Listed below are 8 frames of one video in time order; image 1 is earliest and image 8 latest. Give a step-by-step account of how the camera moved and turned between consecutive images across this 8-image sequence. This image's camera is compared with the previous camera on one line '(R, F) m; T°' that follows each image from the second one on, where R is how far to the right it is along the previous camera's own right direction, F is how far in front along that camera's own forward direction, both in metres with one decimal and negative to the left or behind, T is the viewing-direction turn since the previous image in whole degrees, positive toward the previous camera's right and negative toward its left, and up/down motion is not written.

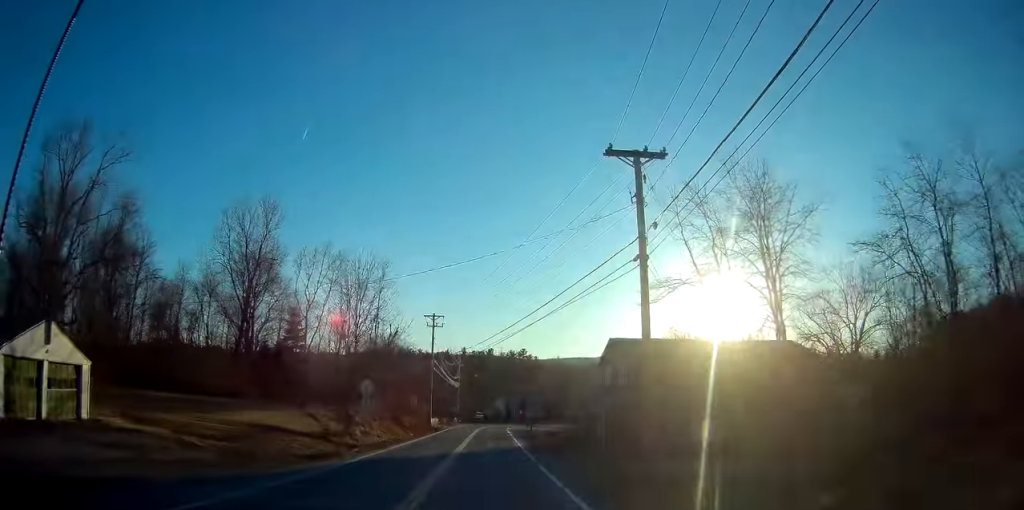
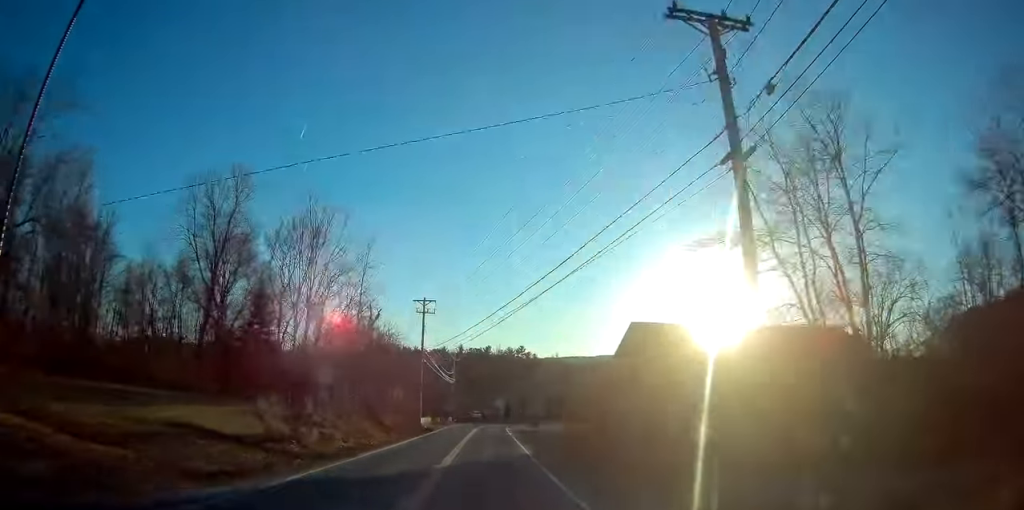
(0.0, +8.5) m; 0°
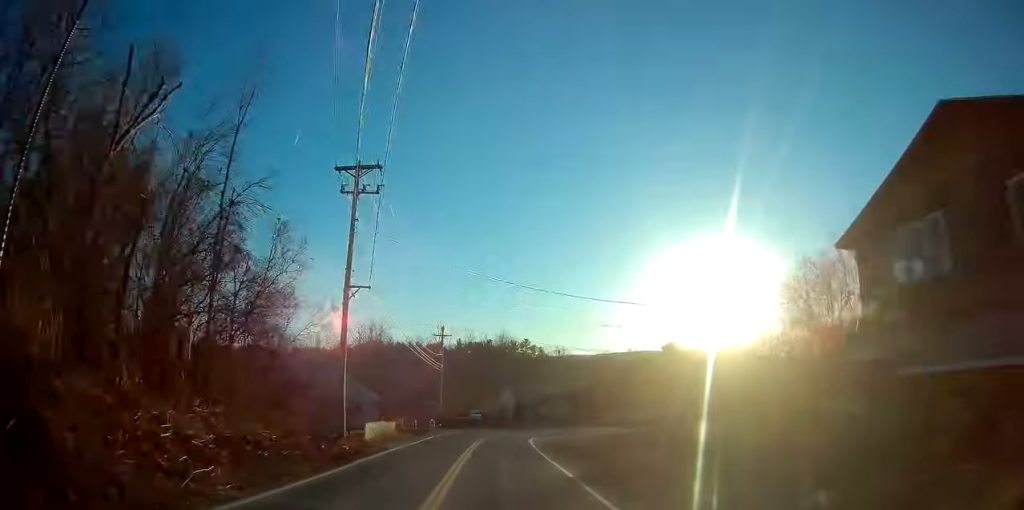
(+0.4, +34.7) m; 0°
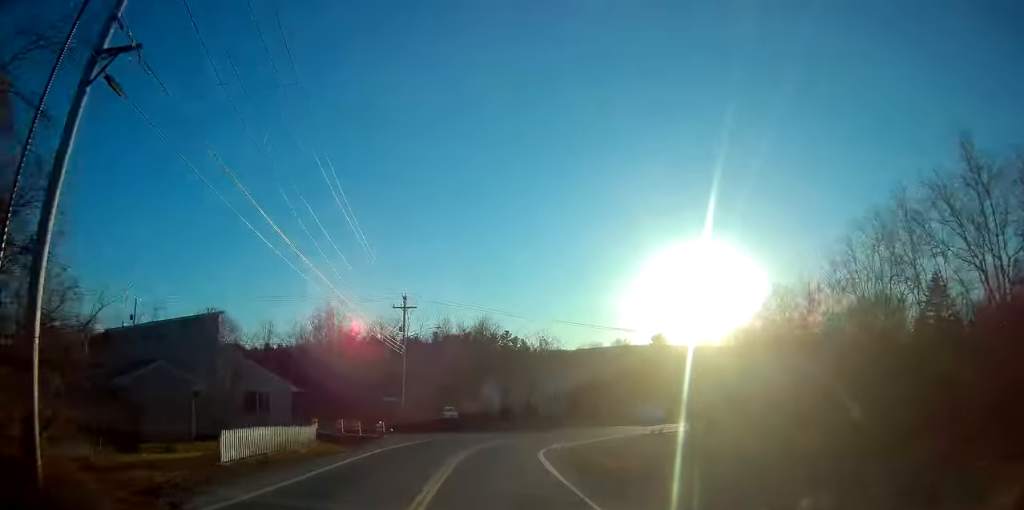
(+0.1, +19.9) m; +2°
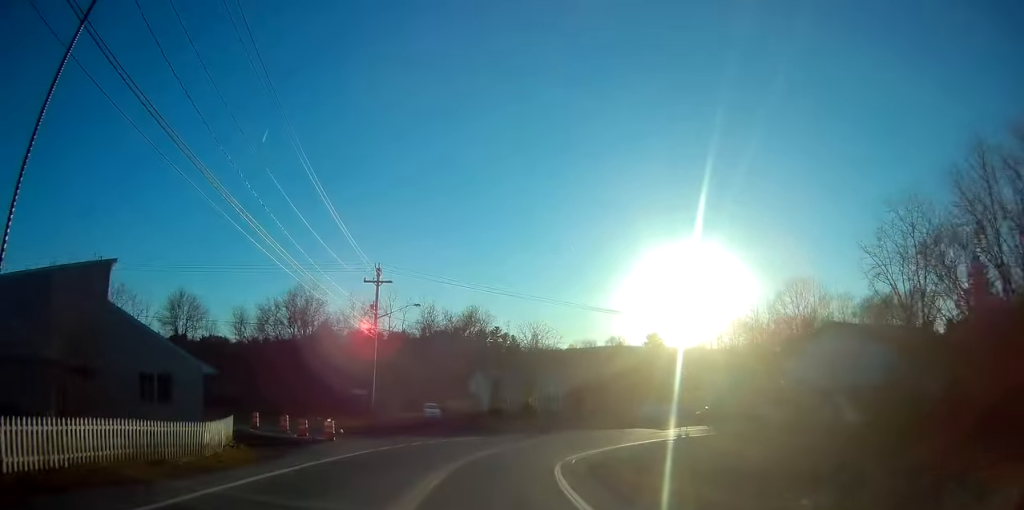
(+0.1, +10.4) m; +2°
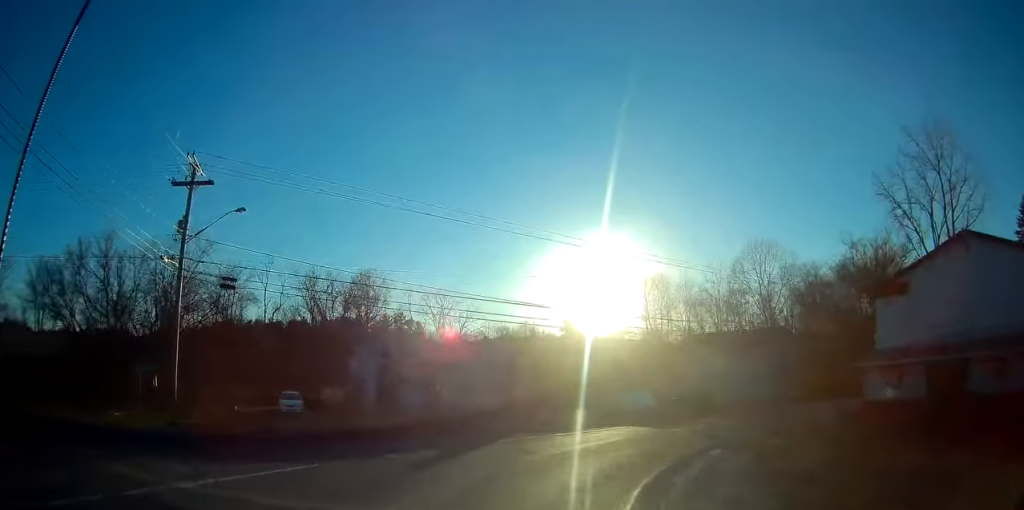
(+2.1, +20.9) m; +11°
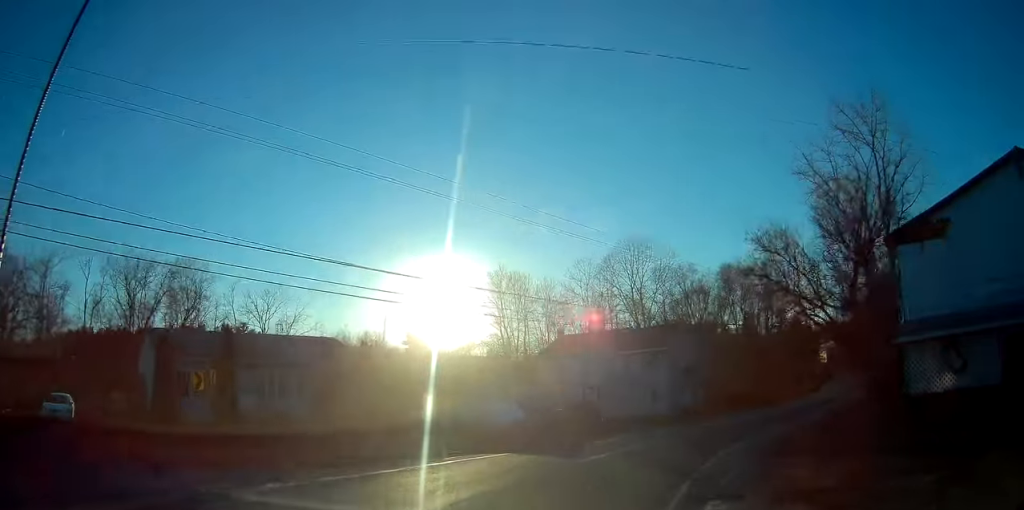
(+0.4, +11.6) m; +11°
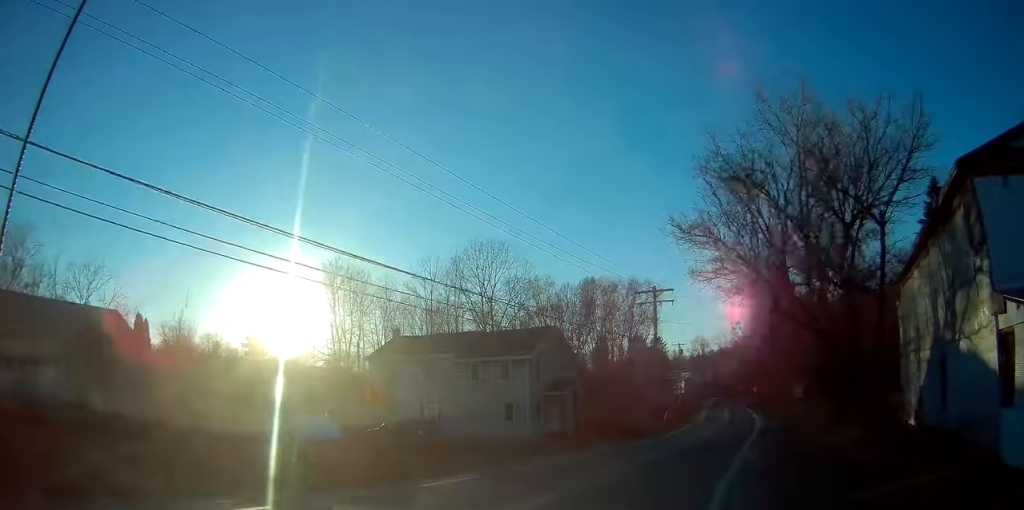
(+1.4, +9.0) m; +17°
